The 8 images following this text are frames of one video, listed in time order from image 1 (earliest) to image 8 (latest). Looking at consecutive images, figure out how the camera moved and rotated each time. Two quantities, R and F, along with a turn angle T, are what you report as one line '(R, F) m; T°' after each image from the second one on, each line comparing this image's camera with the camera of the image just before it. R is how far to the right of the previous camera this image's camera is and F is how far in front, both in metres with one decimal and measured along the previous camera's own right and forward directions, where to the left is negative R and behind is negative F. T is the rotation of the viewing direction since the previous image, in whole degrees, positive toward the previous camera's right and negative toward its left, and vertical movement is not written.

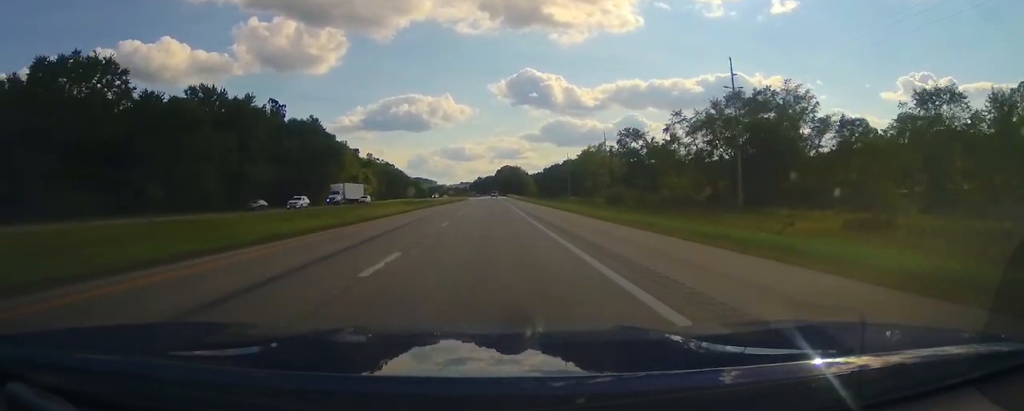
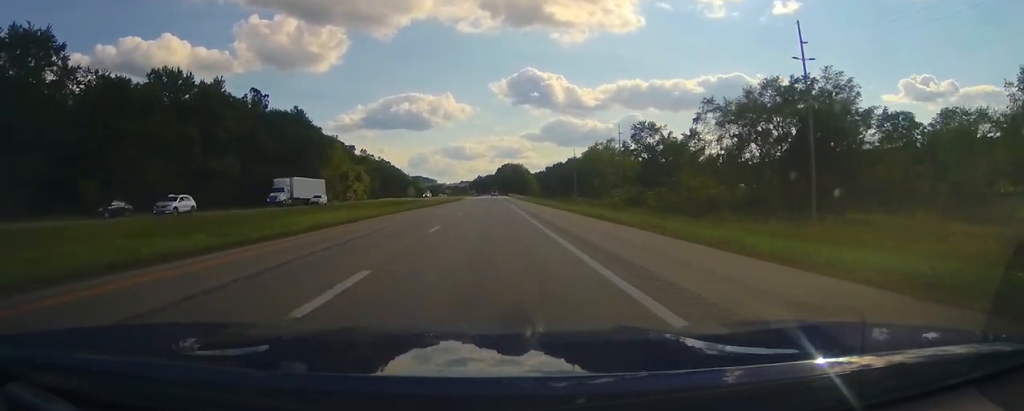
(-0.4, +15.3) m; 0°
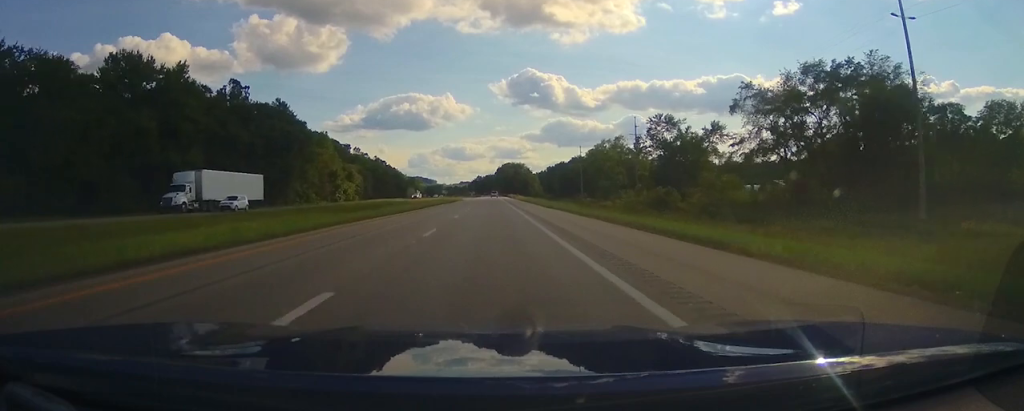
(-0.1, +14.2) m; 0°
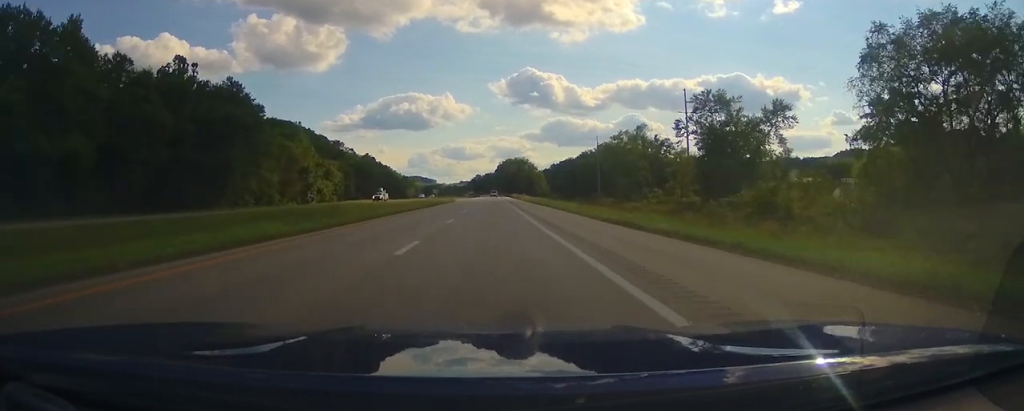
(+0.5, +29.1) m; +1°
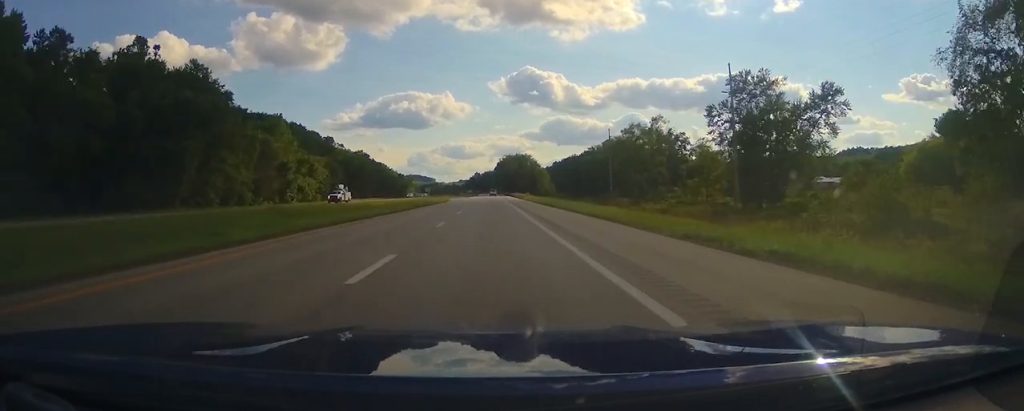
(+0.1, +16.0) m; 0°
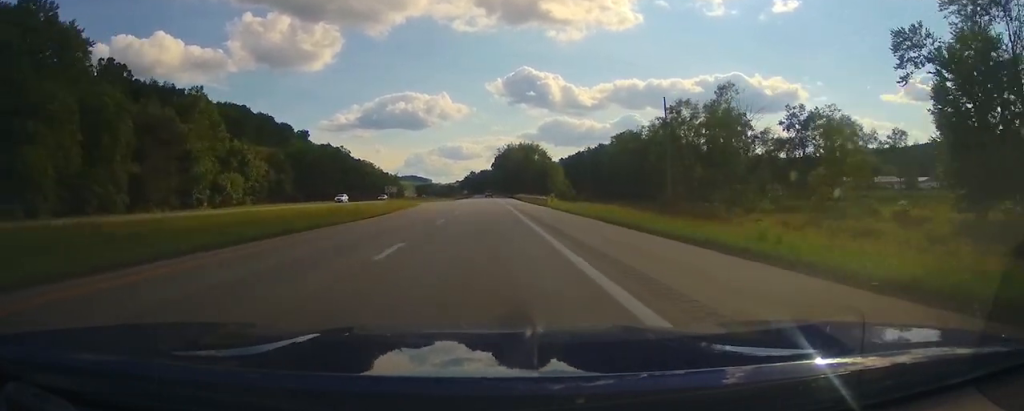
(+0.1, +46.0) m; +1°
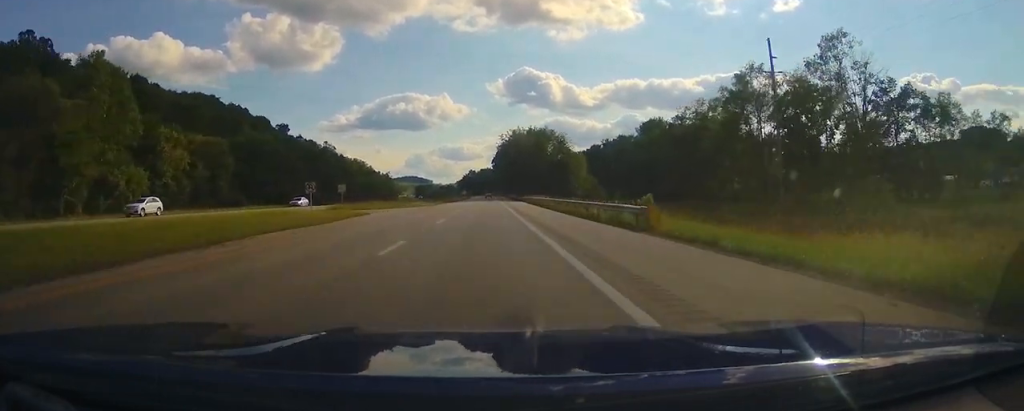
(+0.4, +35.6) m; -1°
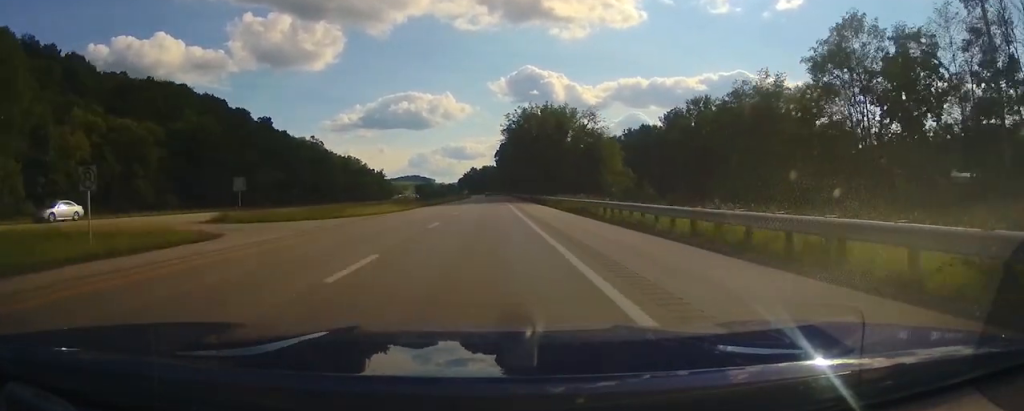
(-1.0, +28.3) m; -2°
